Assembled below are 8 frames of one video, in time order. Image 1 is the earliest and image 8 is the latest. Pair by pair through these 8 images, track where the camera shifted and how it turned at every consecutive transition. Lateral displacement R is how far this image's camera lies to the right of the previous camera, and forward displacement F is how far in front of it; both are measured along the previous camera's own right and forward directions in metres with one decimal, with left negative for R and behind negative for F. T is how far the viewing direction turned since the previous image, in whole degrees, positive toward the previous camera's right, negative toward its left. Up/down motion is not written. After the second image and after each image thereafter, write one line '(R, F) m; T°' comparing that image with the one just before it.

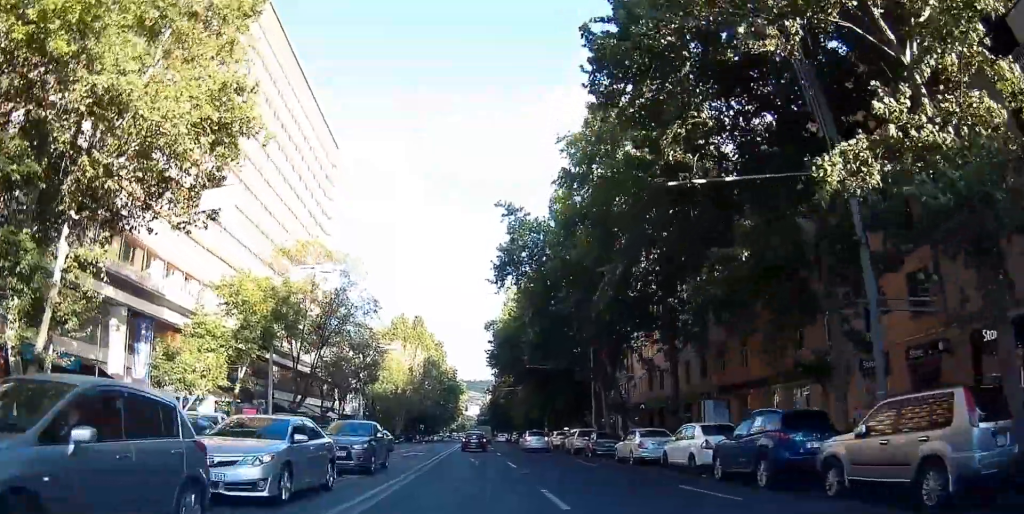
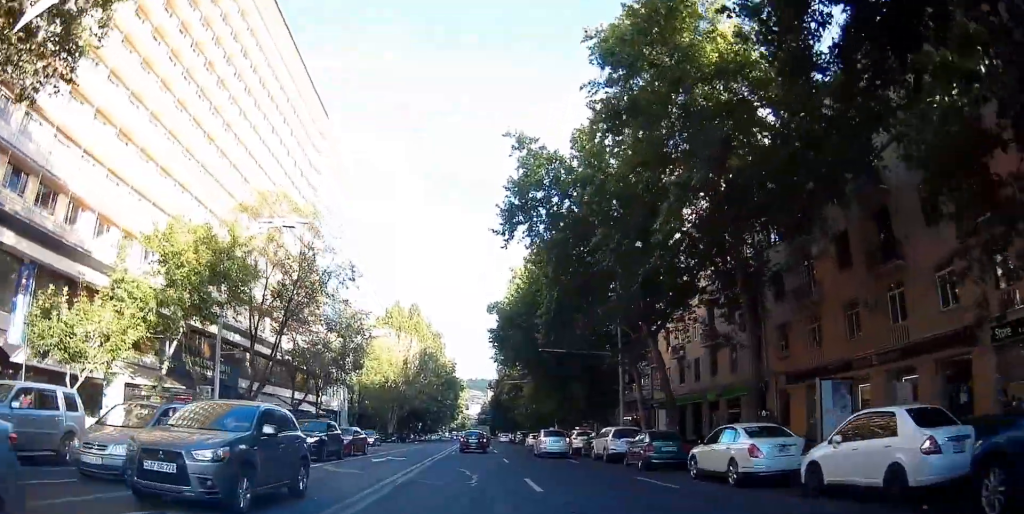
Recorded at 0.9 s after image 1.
(+0.1, +8.9) m; 0°
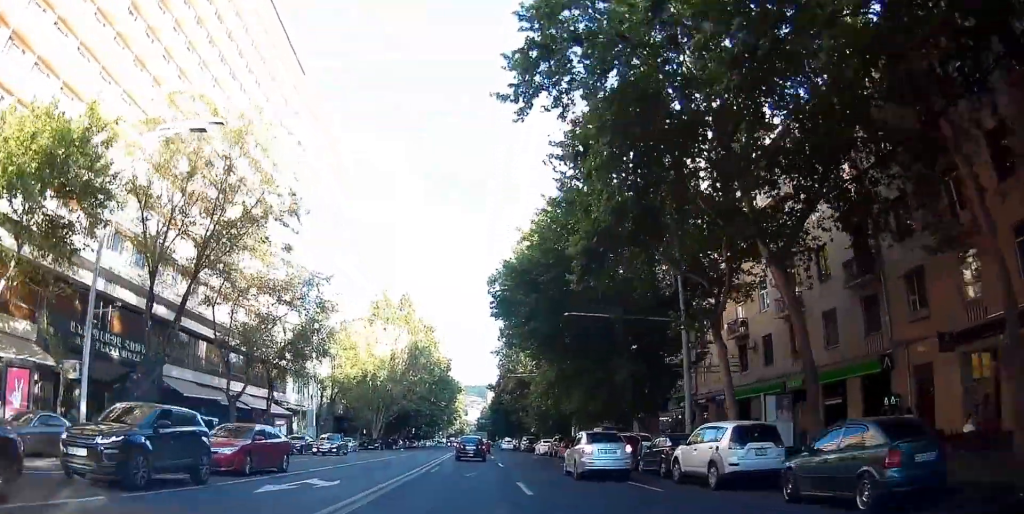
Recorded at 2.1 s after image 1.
(-0.2, +12.1) m; 0°
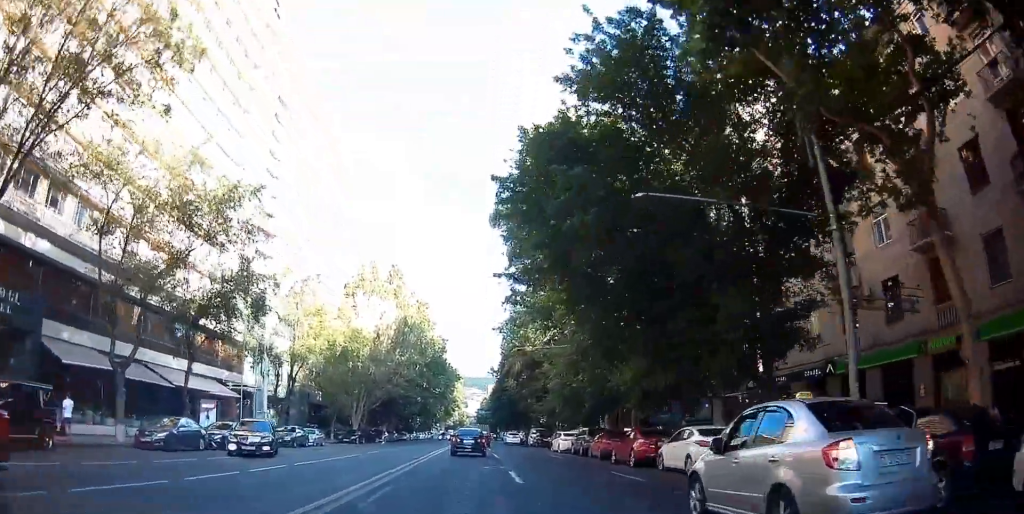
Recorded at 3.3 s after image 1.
(+0.3, +12.5) m; +2°
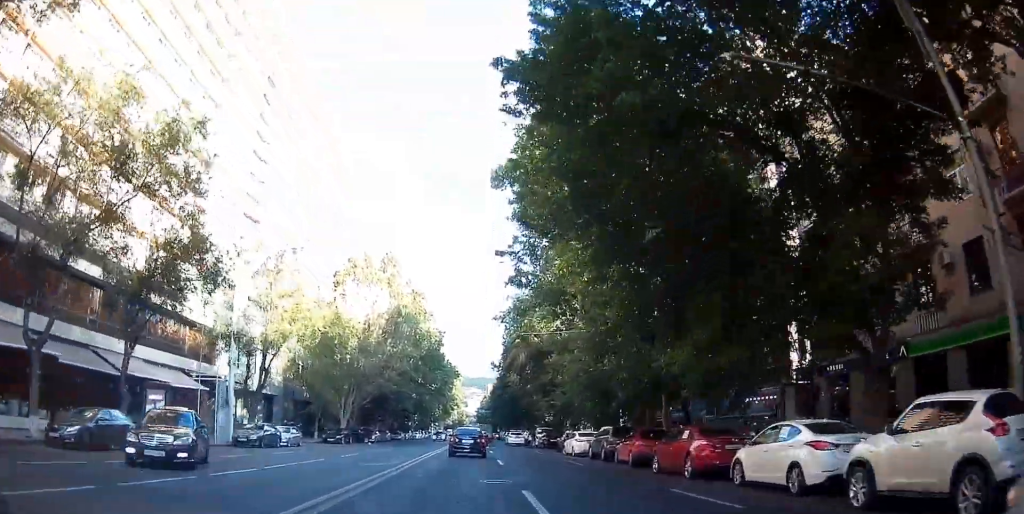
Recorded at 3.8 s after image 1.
(0.0, +6.3) m; +1°
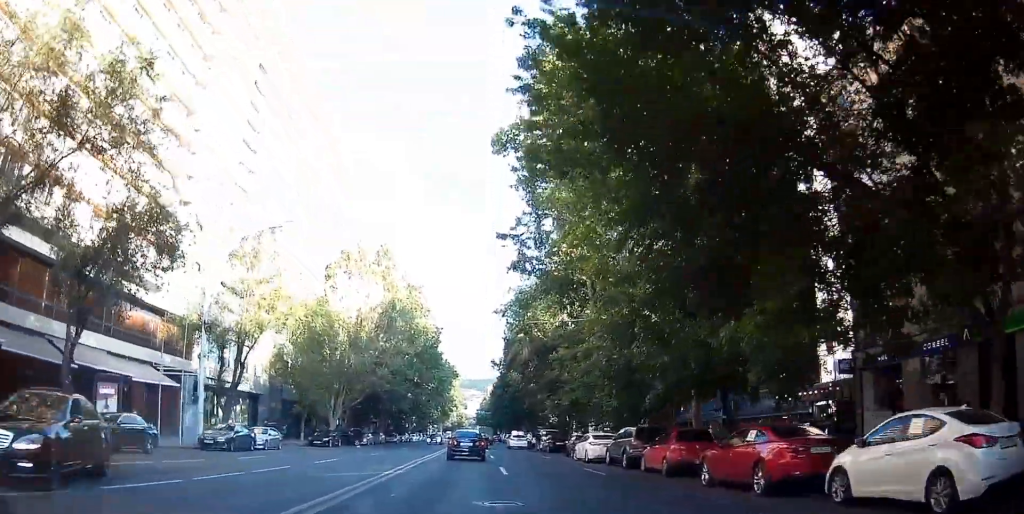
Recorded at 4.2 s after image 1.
(+0.1, +5.2) m; 0°
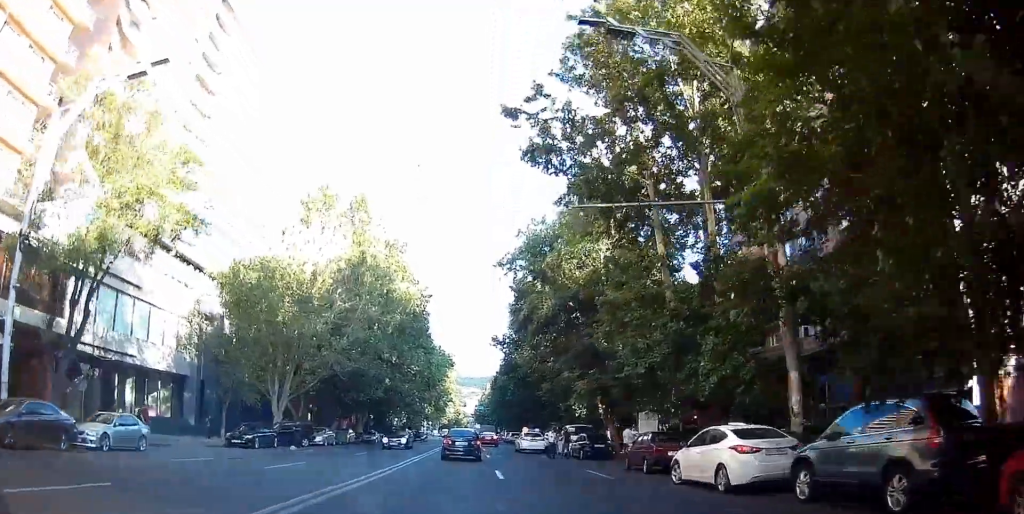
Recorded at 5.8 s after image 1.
(-0.3, +20.1) m; -3°
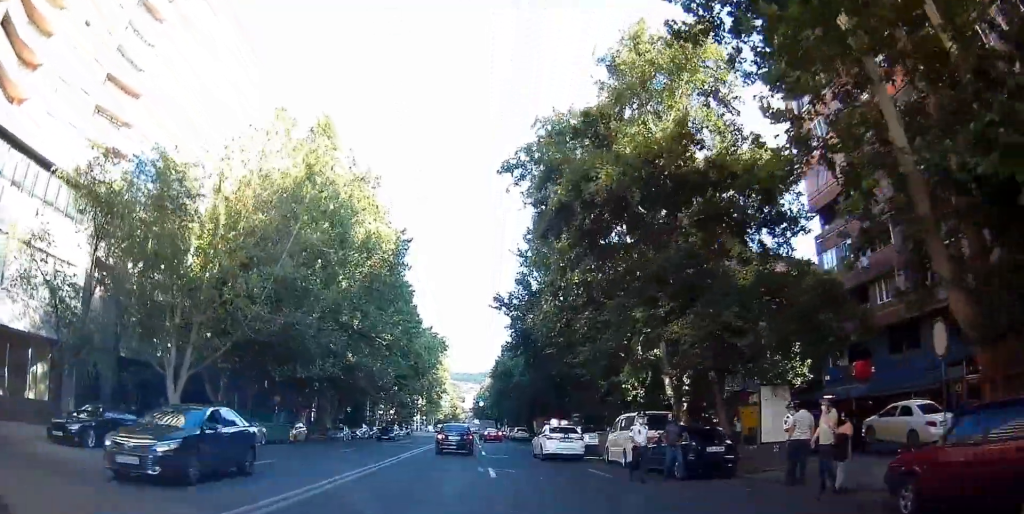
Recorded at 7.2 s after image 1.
(-0.3, +15.2) m; 0°
